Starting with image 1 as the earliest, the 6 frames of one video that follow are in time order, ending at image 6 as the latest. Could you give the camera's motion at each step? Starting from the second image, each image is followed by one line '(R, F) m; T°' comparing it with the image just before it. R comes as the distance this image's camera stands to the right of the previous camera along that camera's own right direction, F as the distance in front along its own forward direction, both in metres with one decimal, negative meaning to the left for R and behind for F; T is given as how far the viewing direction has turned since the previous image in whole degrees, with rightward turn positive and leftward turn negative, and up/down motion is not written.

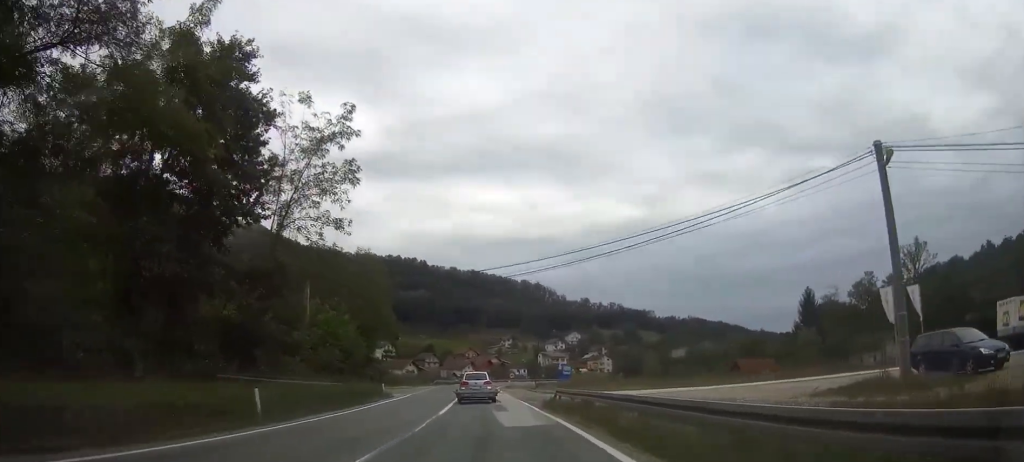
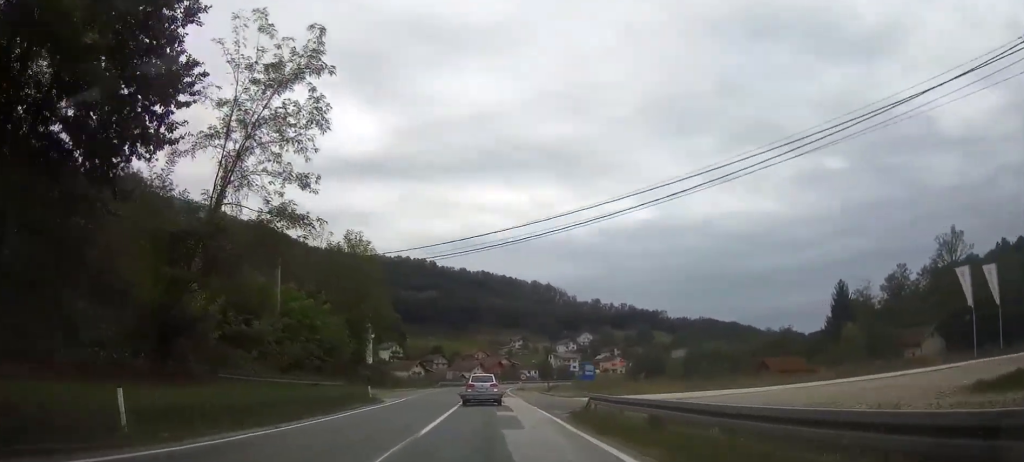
(-0.1, +8.5) m; 0°
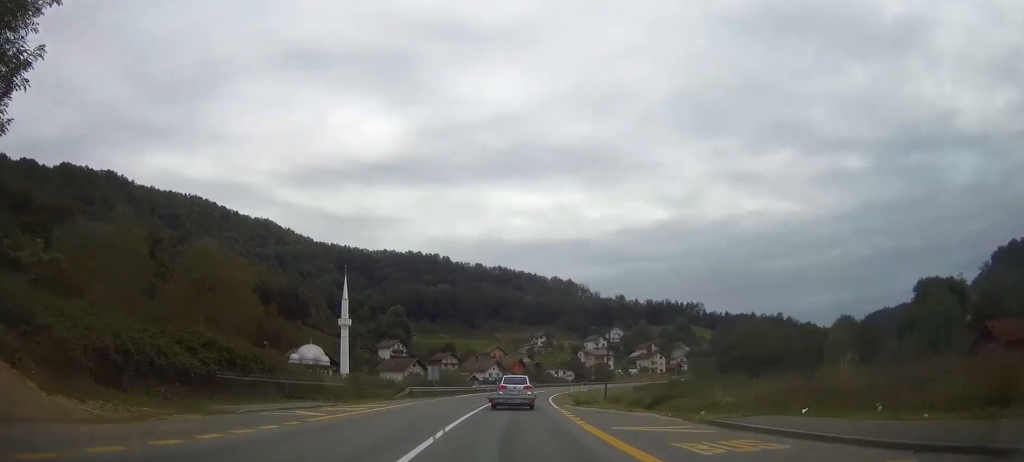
(-0.4, +51.4) m; -1°
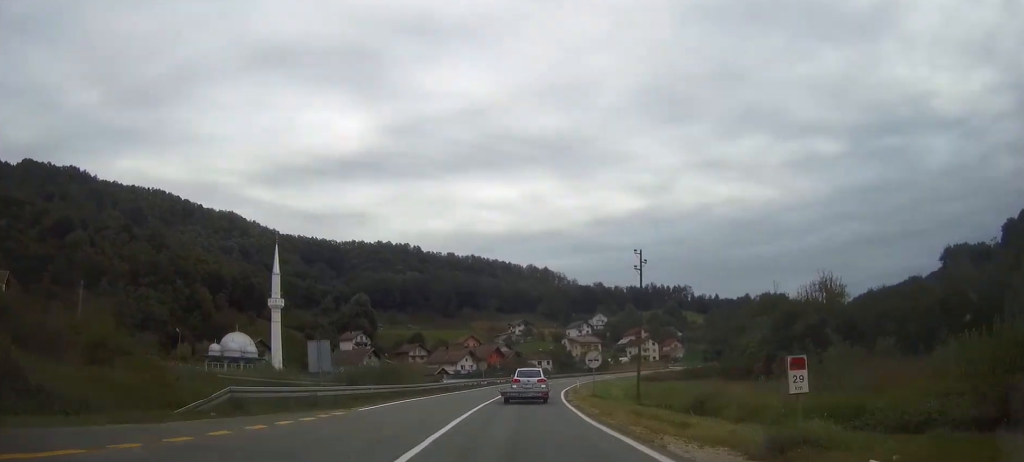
(0.0, +30.3) m; +1°
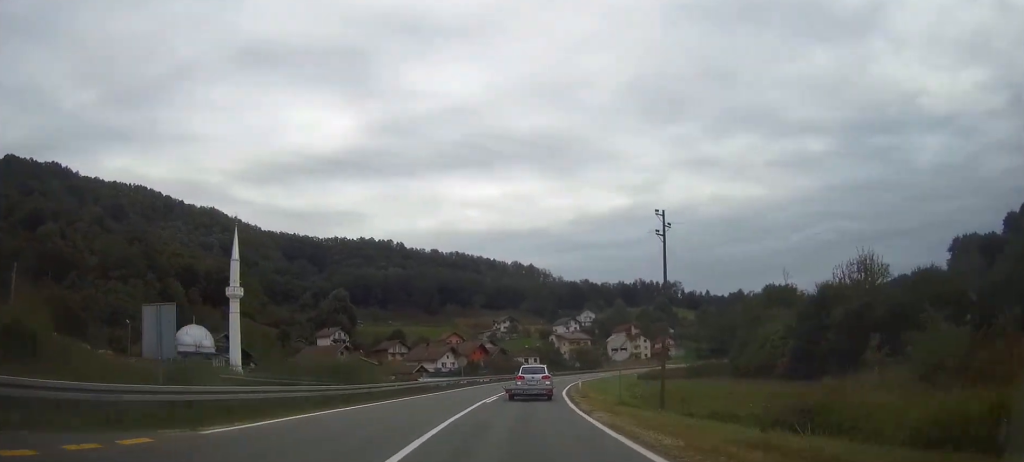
(+0.3, +12.1) m; +2°
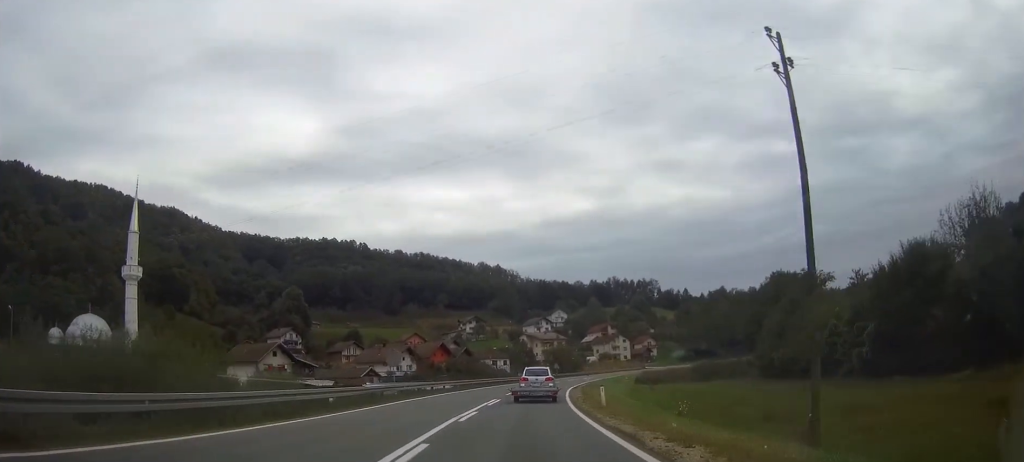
(+0.6, +22.7) m; +4°
